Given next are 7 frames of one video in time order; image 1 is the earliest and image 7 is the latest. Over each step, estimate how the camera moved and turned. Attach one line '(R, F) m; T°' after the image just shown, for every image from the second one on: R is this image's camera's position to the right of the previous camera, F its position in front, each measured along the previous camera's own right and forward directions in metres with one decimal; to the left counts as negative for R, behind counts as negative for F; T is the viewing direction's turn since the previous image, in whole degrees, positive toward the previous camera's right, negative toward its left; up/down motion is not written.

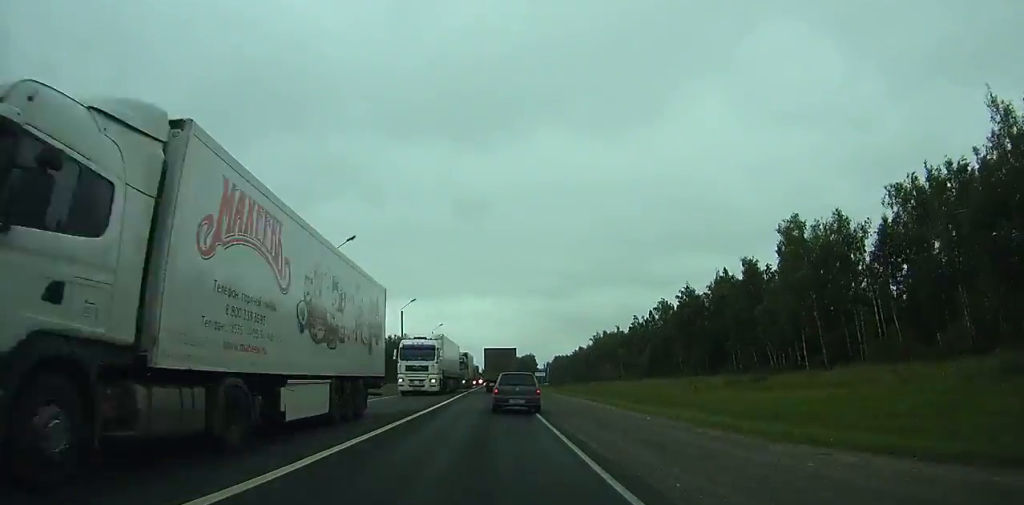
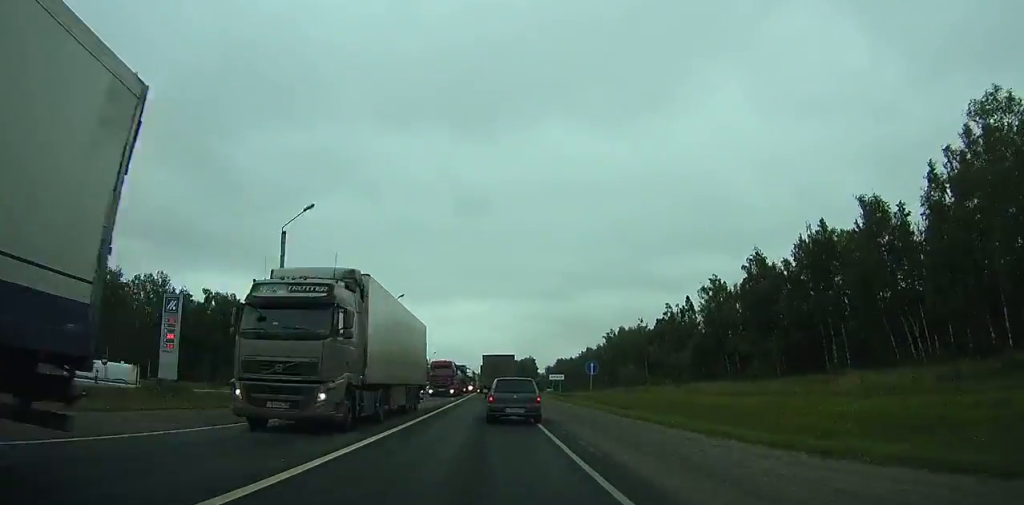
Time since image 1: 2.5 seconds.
(+0.1, +39.1) m; 0°
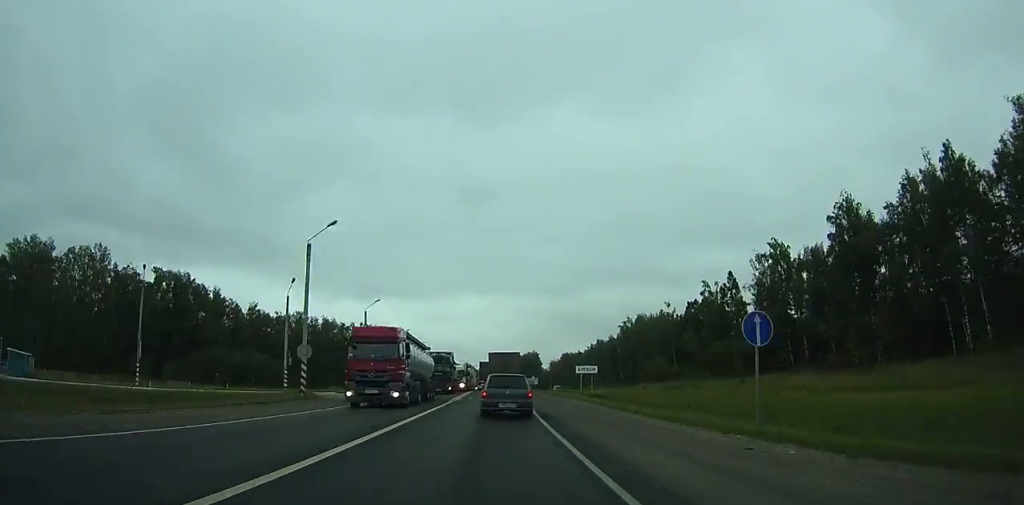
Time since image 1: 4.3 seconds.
(0.0, +27.4) m; 0°
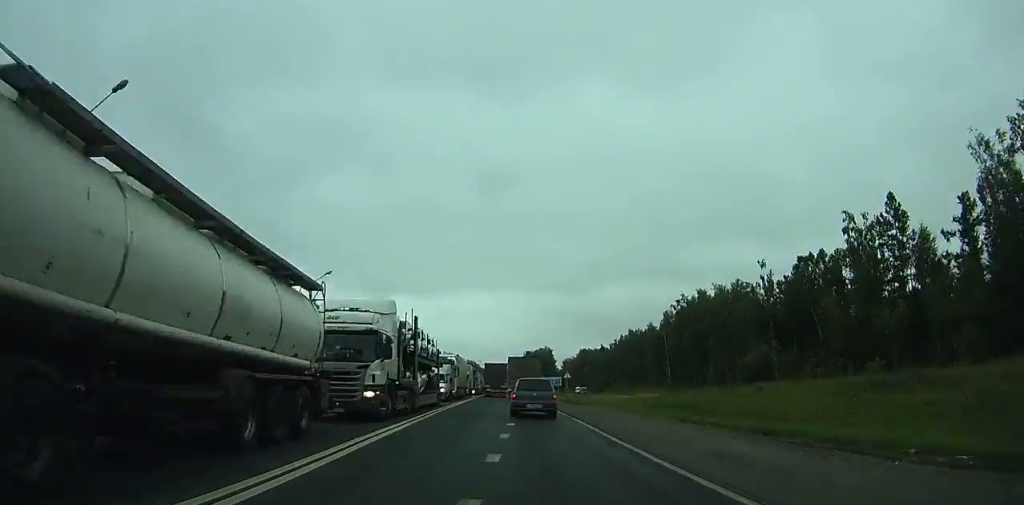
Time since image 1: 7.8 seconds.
(-0.3, +51.9) m; 0°
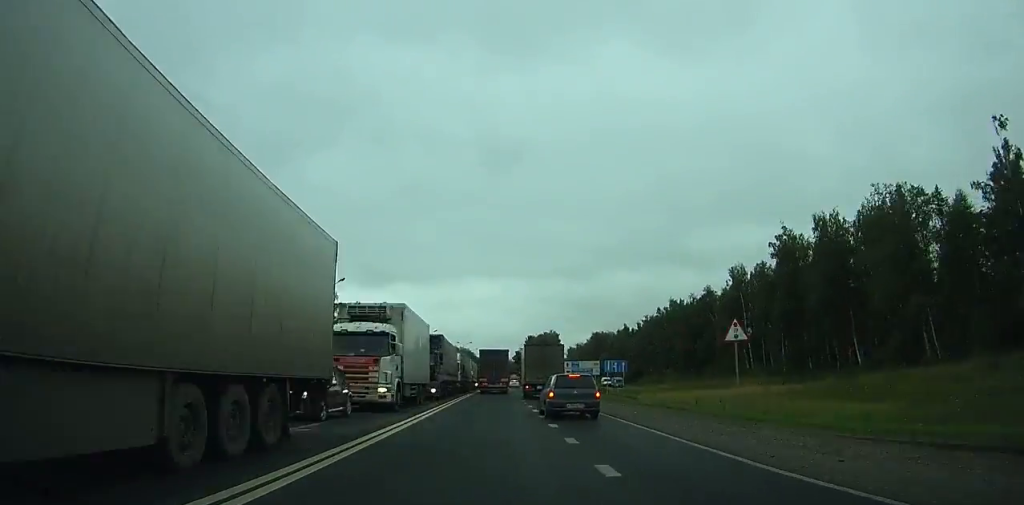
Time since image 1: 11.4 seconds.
(0.0, +50.6) m; 0°
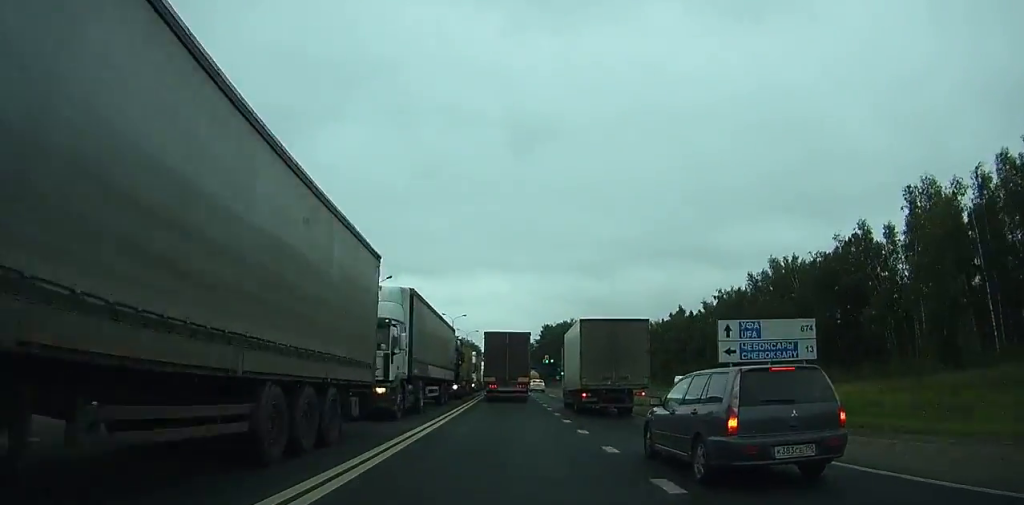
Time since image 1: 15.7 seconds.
(-0.1, +52.7) m; 0°
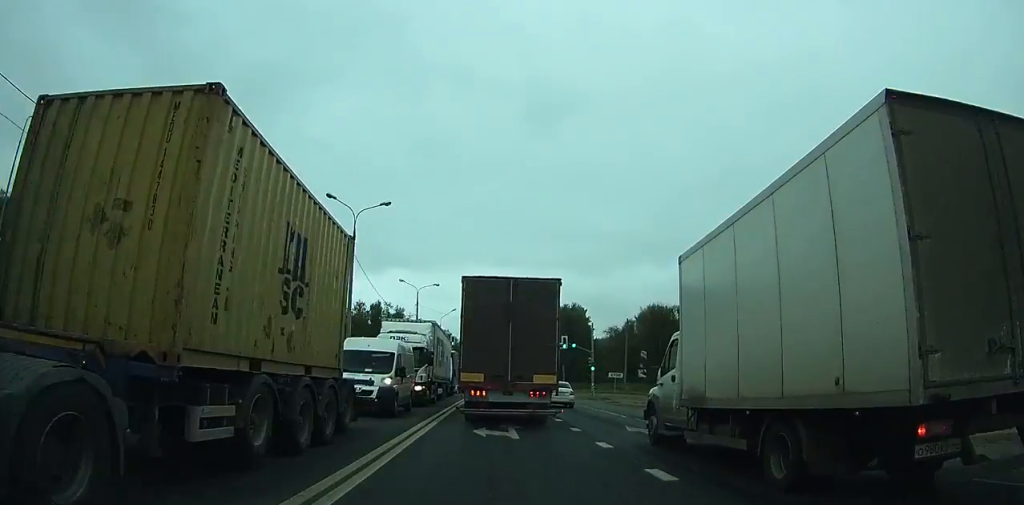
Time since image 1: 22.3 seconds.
(+0.7, +53.6) m; +1°
